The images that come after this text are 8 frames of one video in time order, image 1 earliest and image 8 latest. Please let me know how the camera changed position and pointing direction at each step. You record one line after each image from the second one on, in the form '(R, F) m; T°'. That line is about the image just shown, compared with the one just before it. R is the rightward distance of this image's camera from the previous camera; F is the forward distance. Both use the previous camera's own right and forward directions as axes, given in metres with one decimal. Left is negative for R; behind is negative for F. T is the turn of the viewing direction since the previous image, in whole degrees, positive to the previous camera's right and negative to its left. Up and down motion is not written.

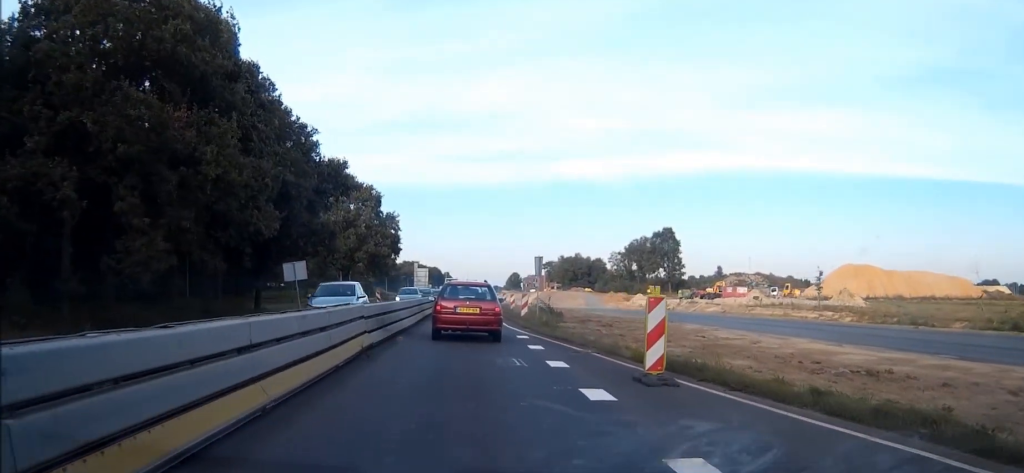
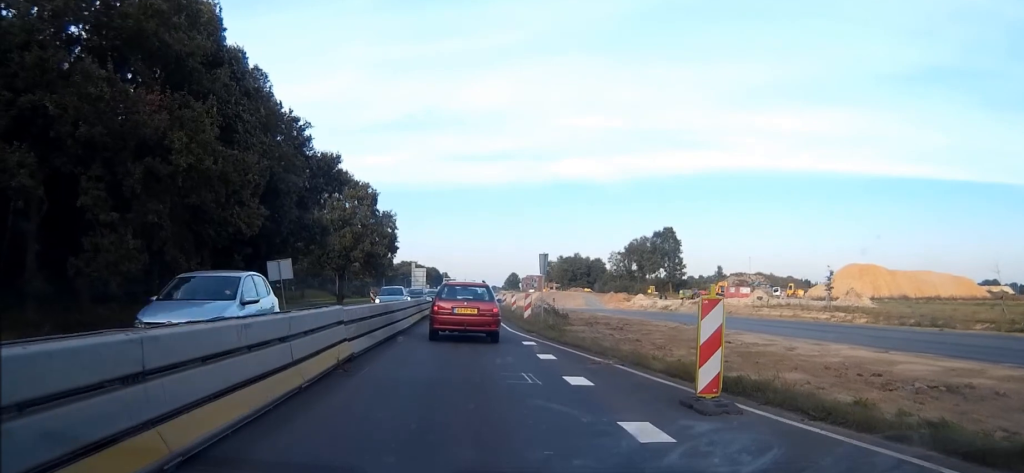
(0.0, +2.4) m; 0°
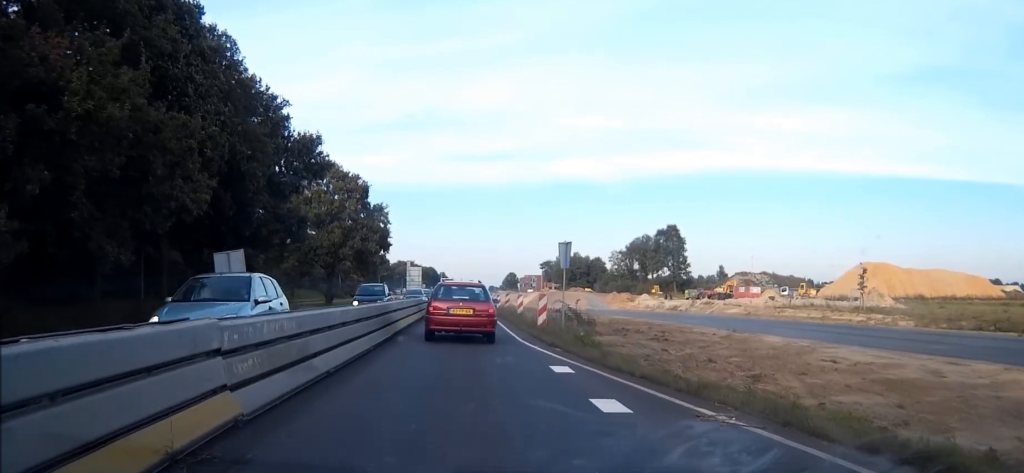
(-0.2, +6.4) m; -4°
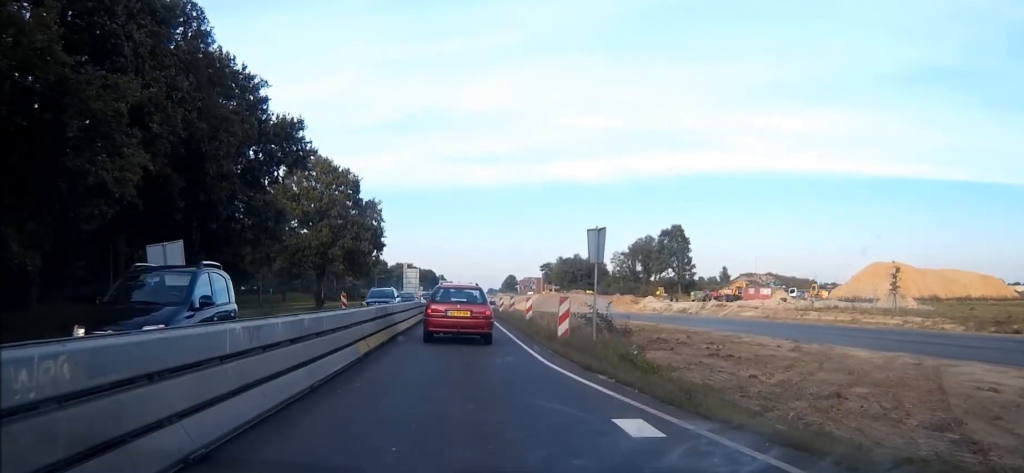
(-0.2, +5.5) m; -3°
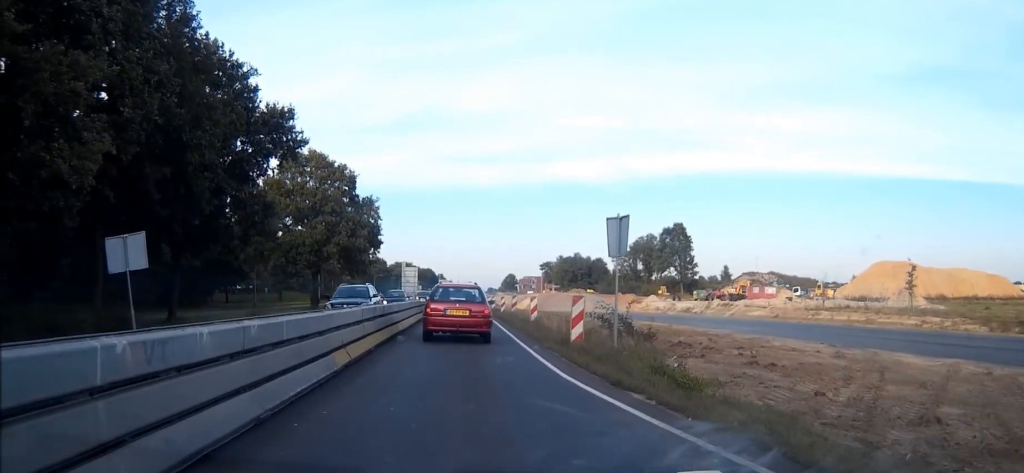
(0.0, +2.5) m; 0°
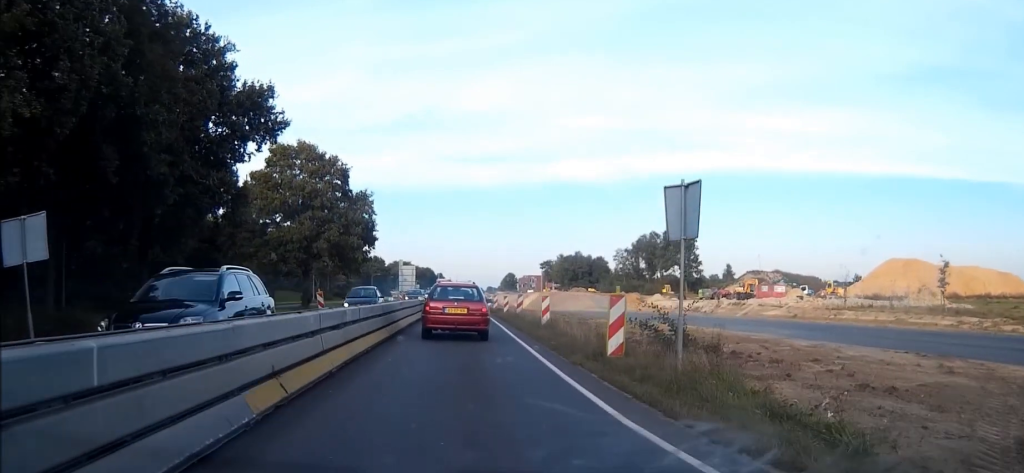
(0.0, +4.5) m; 0°
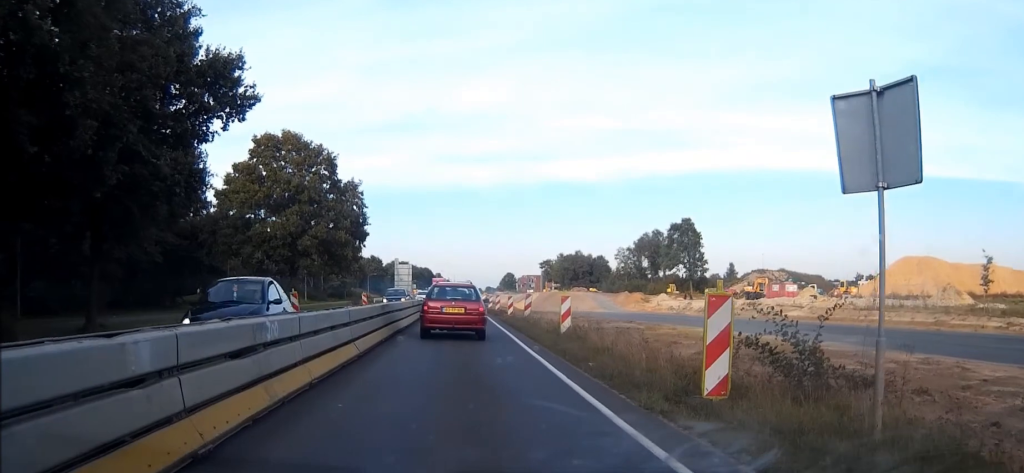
(0.0, +5.5) m; 0°
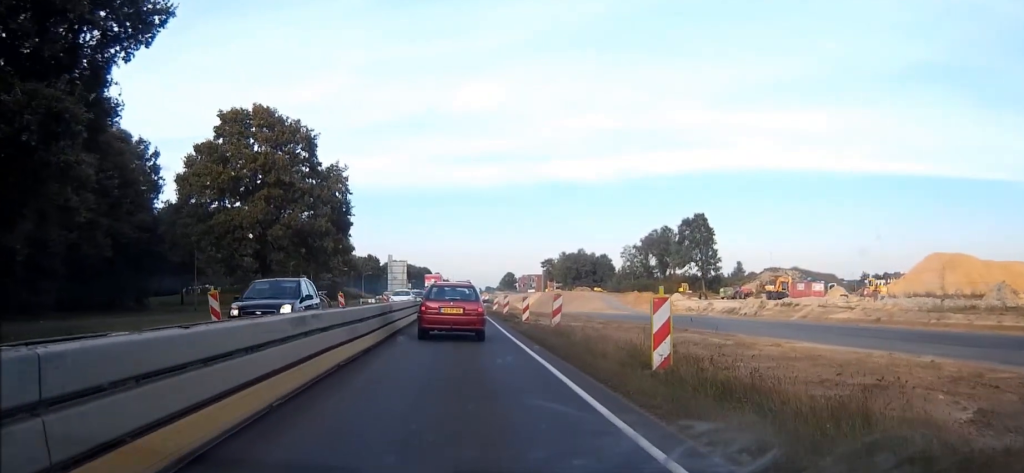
(+0.1, +10.3) m; 0°
